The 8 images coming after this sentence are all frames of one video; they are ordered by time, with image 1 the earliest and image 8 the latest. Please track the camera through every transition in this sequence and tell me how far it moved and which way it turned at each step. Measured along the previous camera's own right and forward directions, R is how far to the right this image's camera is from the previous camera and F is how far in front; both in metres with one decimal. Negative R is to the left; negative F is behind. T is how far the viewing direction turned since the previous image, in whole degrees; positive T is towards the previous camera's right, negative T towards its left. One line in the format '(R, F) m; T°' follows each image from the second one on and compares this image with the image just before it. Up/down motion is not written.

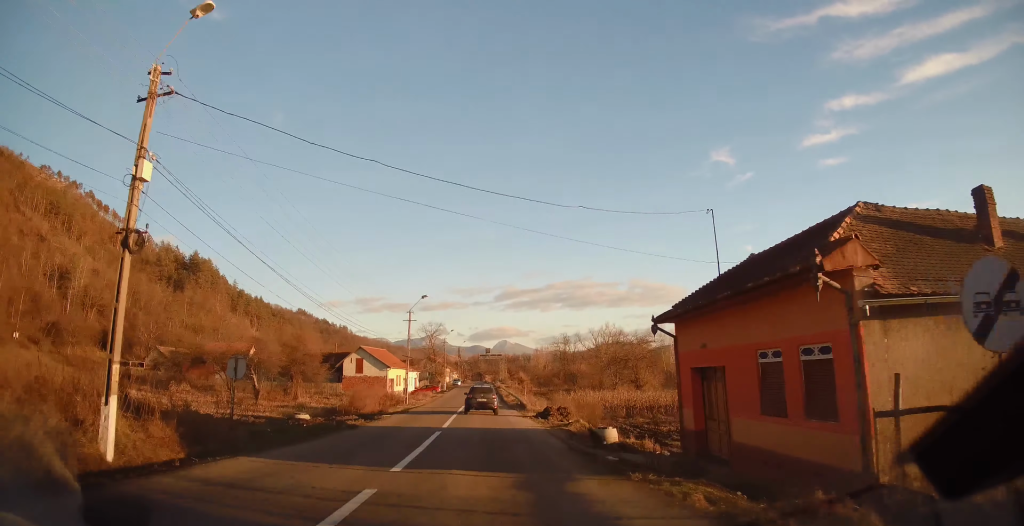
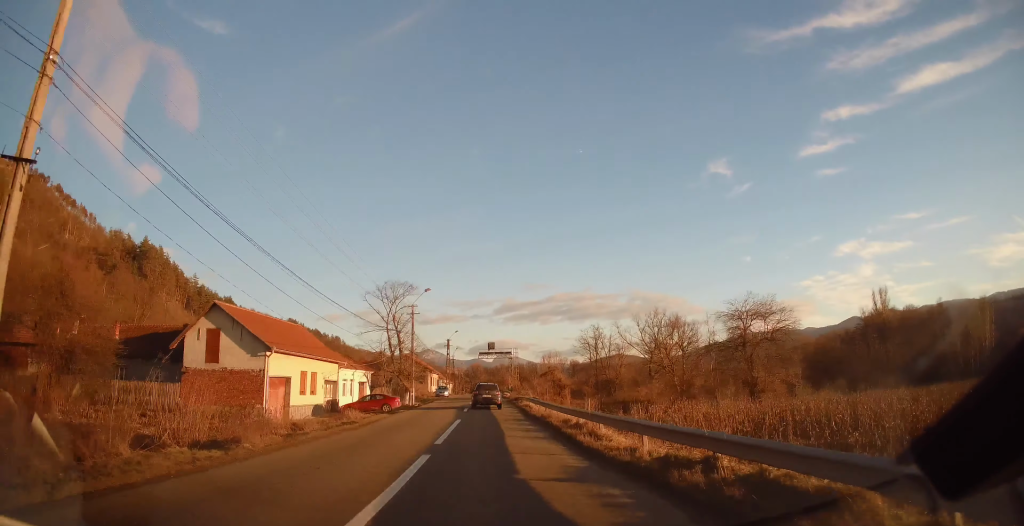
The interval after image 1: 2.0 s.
(-0.1, +41.8) m; 0°
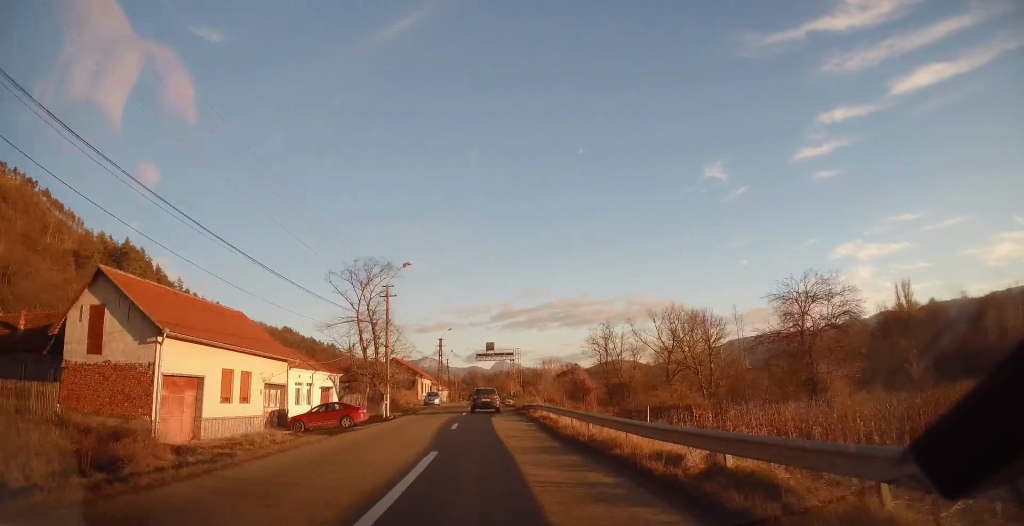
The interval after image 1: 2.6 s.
(0.0, +11.3) m; 0°
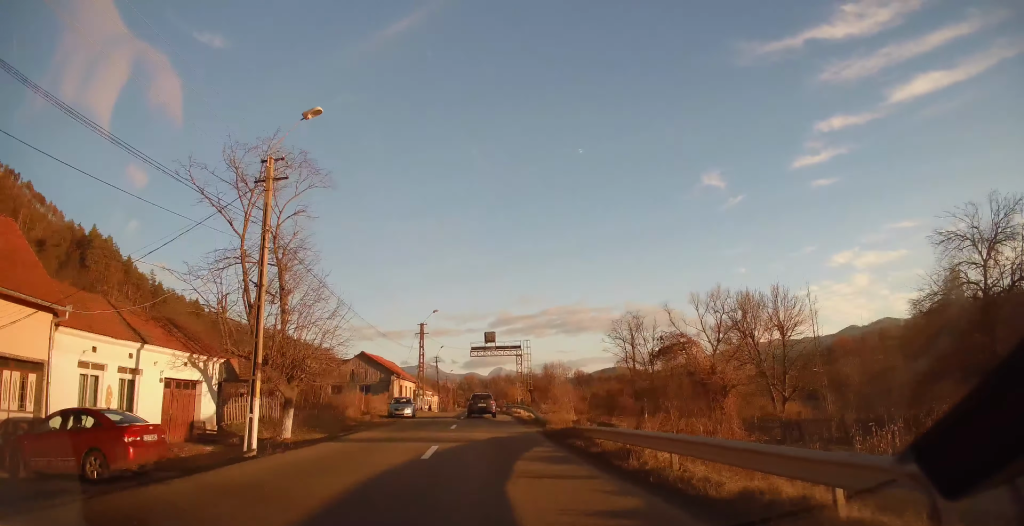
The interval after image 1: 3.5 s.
(0.0, +19.9) m; 0°
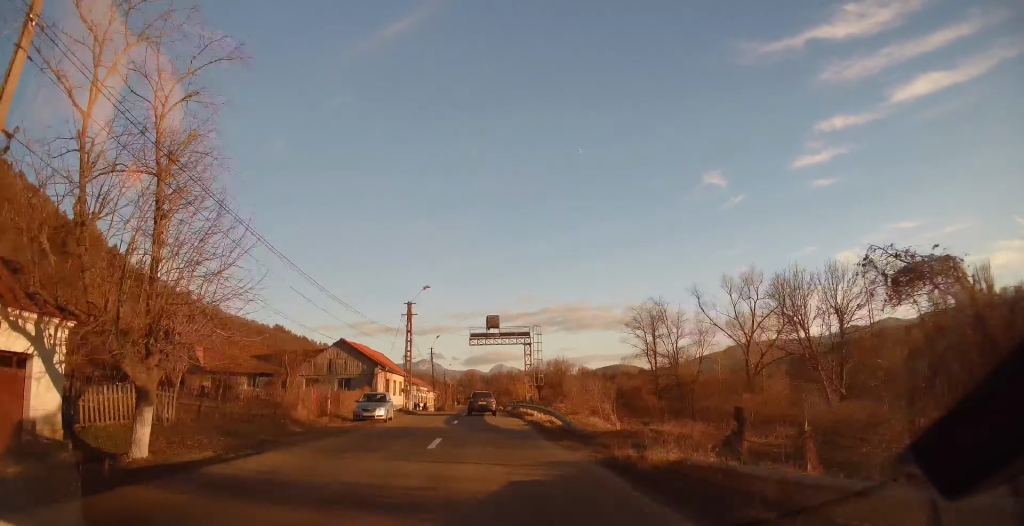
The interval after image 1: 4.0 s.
(0.0, +10.0) m; 0°
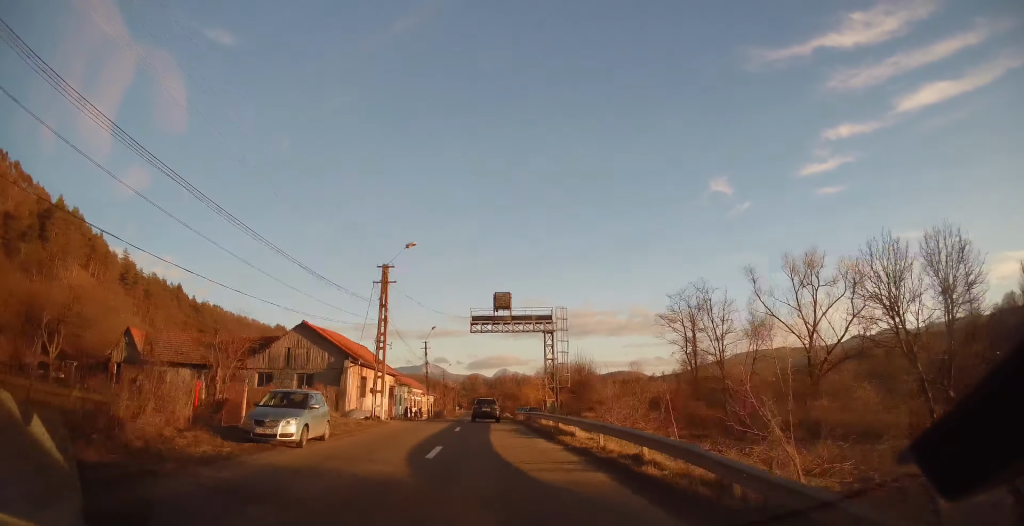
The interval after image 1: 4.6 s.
(+0.1, +12.7) m; 0°
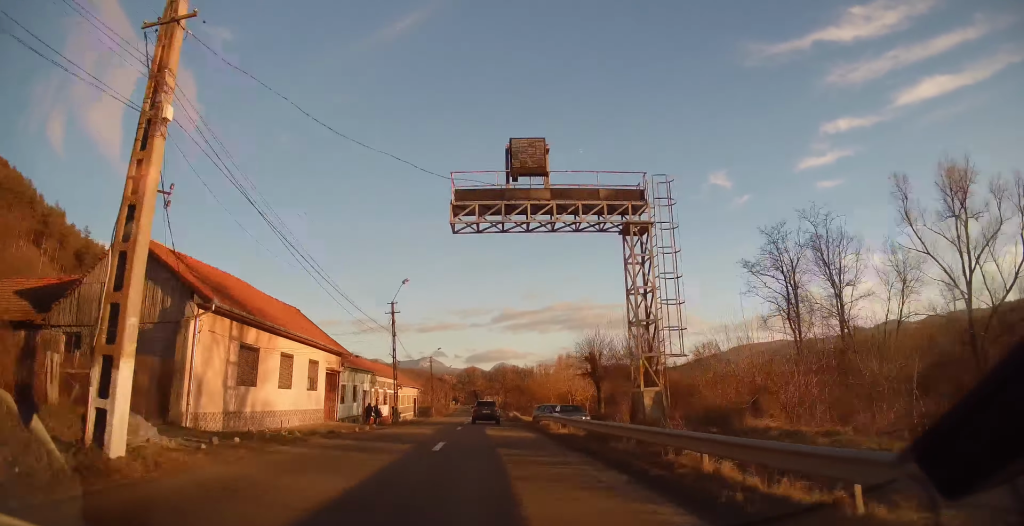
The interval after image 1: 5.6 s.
(-0.1, +21.0) m; 0°
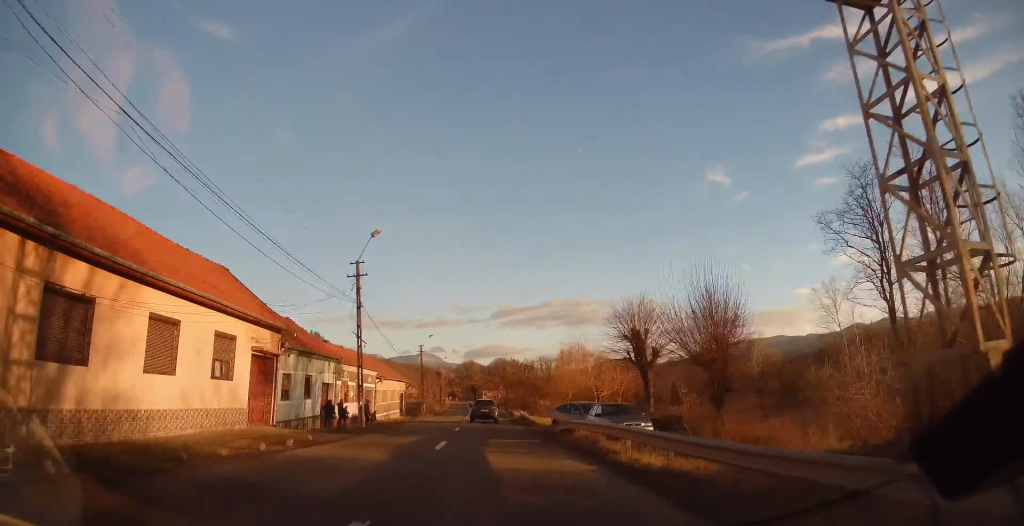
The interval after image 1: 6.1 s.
(-0.3, +10.5) m; 0°
